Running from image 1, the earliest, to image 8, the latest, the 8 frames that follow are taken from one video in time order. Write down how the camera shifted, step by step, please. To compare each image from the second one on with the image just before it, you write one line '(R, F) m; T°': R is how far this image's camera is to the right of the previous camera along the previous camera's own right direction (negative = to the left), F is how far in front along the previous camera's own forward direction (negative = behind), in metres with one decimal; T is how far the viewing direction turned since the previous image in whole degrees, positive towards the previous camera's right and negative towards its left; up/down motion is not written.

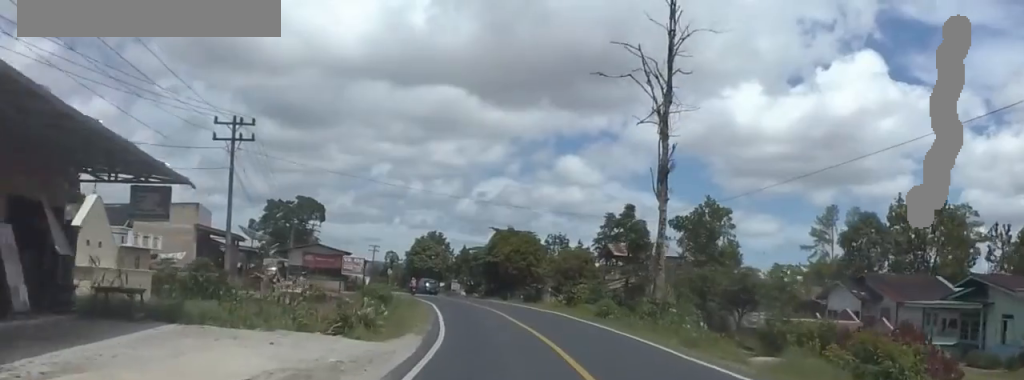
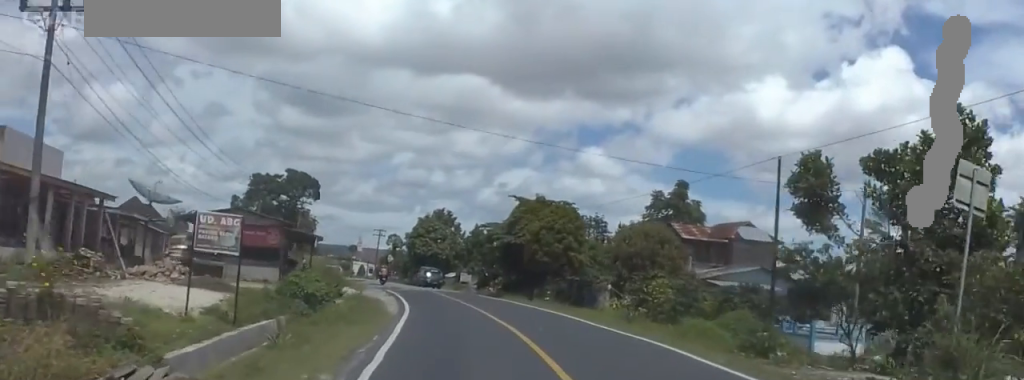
(0.0, +23.6) m; 0°
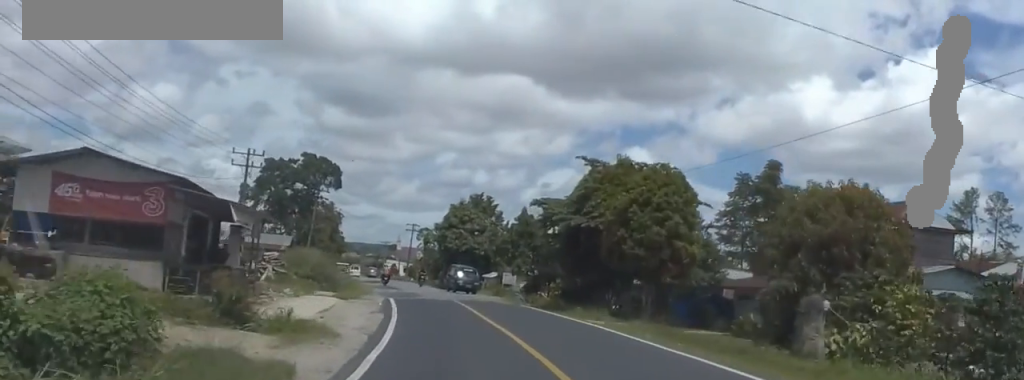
(0.0, +19.1) m; -4°
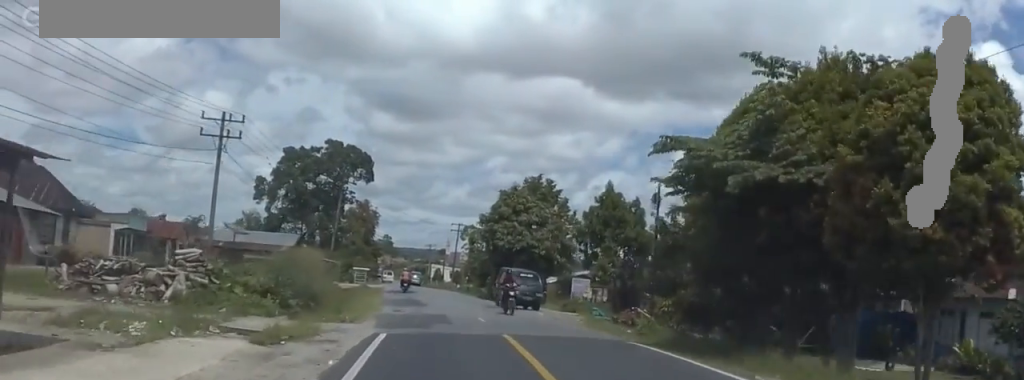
(-1.3, +18.0) m; -7°
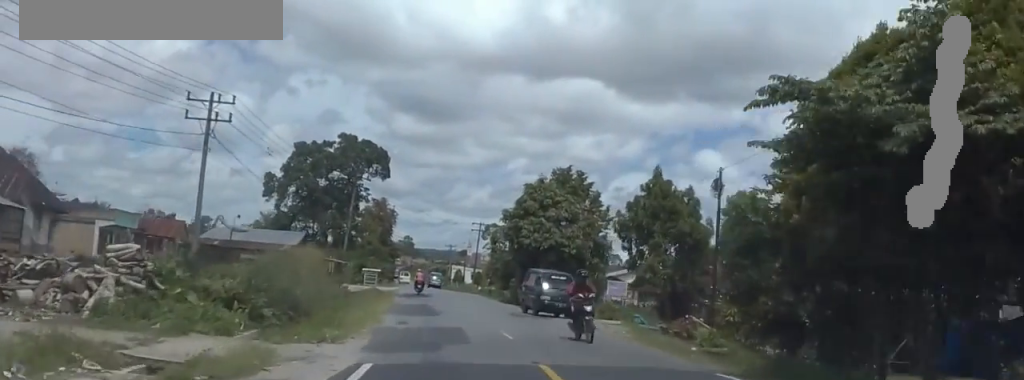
(-0.1, +5.9) m; -1°
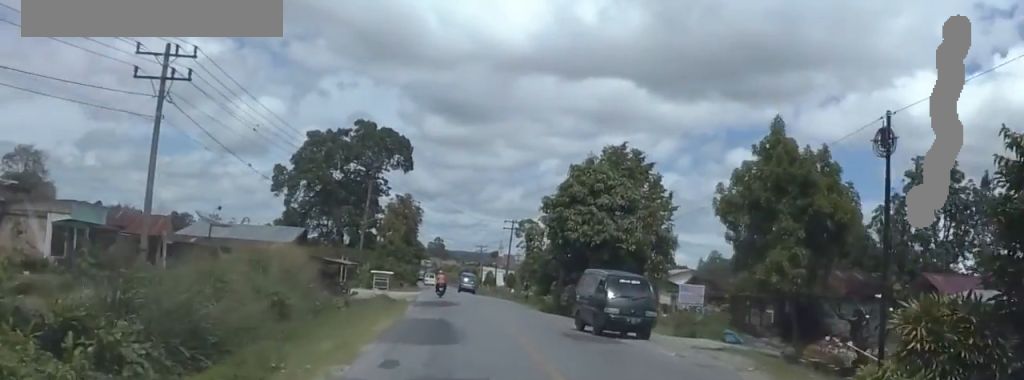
(0.0, +10.0) m; 0°
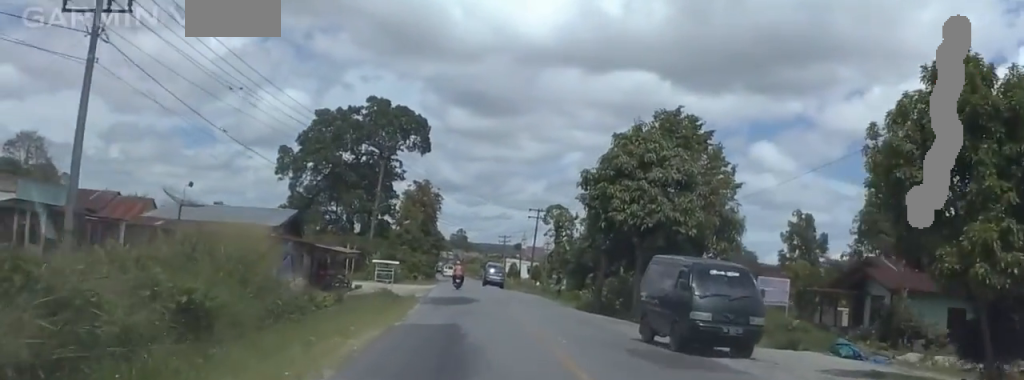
(0.0, +7.8) m; 0°
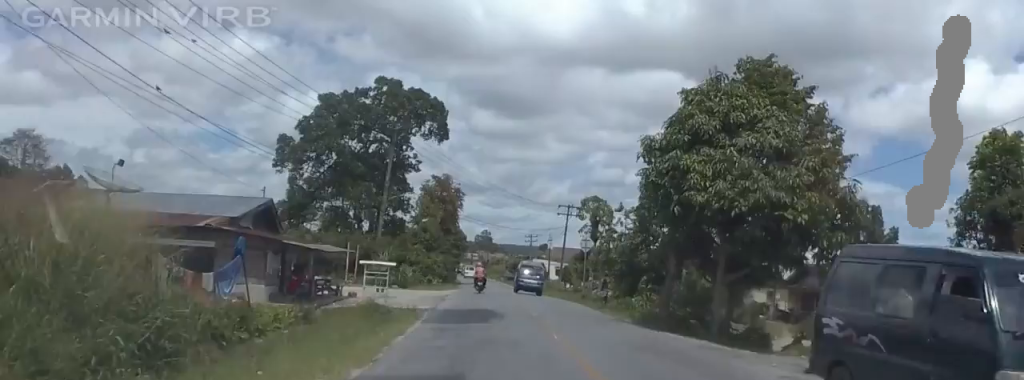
(0.0, +9.7) m; 0°
